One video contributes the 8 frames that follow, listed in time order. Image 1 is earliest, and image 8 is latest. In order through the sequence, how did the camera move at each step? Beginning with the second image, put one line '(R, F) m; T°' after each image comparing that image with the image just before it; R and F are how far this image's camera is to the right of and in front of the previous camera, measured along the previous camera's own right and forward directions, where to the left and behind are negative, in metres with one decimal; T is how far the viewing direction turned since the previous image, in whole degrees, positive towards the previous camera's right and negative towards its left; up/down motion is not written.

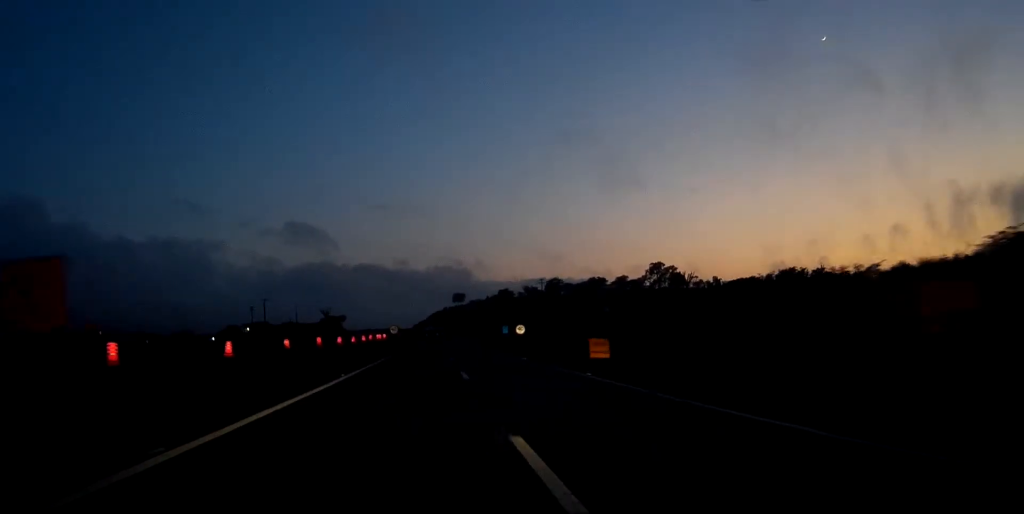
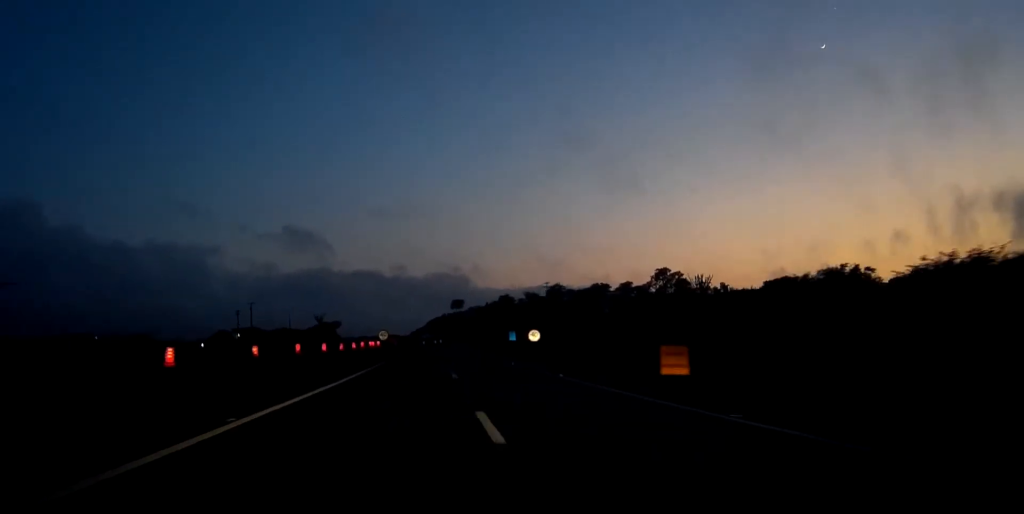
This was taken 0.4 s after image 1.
(0.0, +12.1) m; 0°
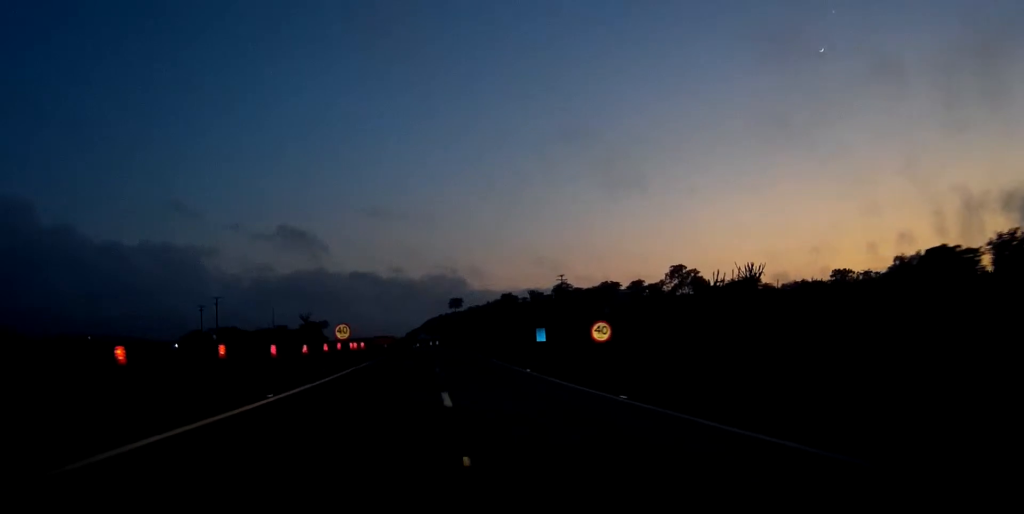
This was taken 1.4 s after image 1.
(+0.1, +26.5) m; 0°
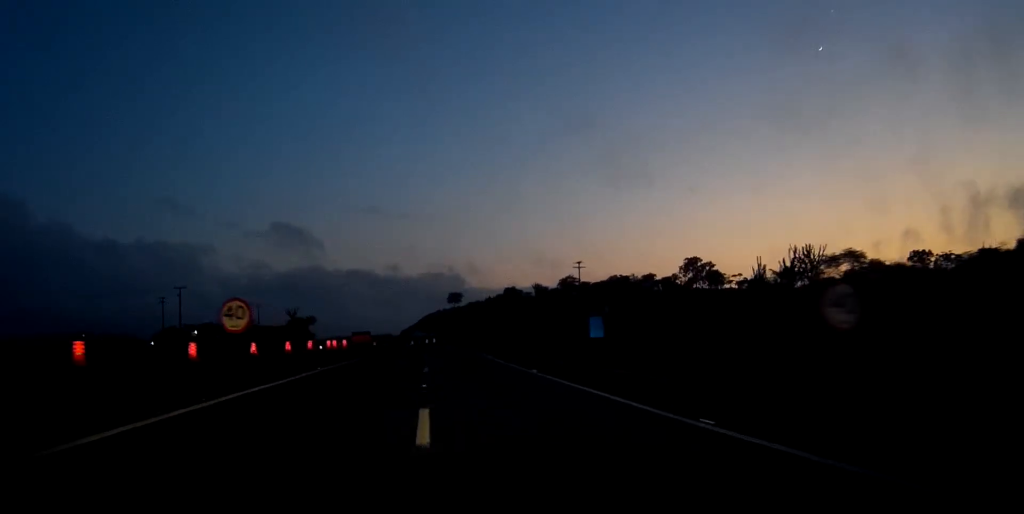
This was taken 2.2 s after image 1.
(0.0, +21.4) m; 0°
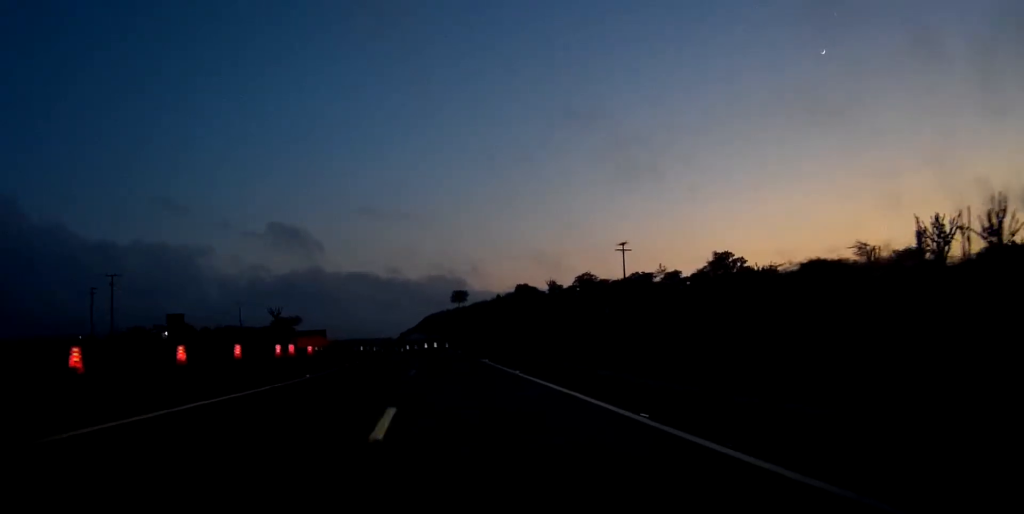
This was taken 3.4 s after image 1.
(-0.1, +30.8) m; 0°
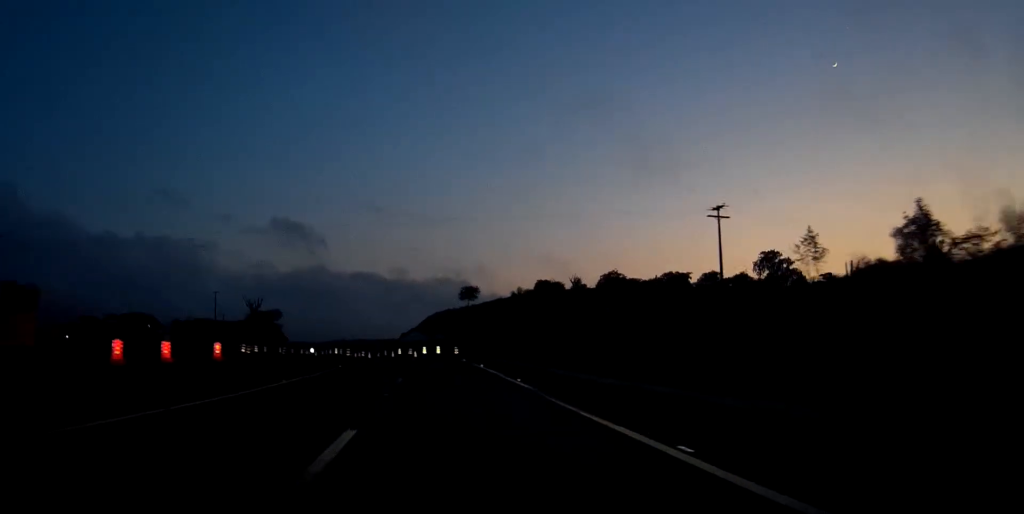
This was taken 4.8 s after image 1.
(-0.3, +34.0) m; -1°
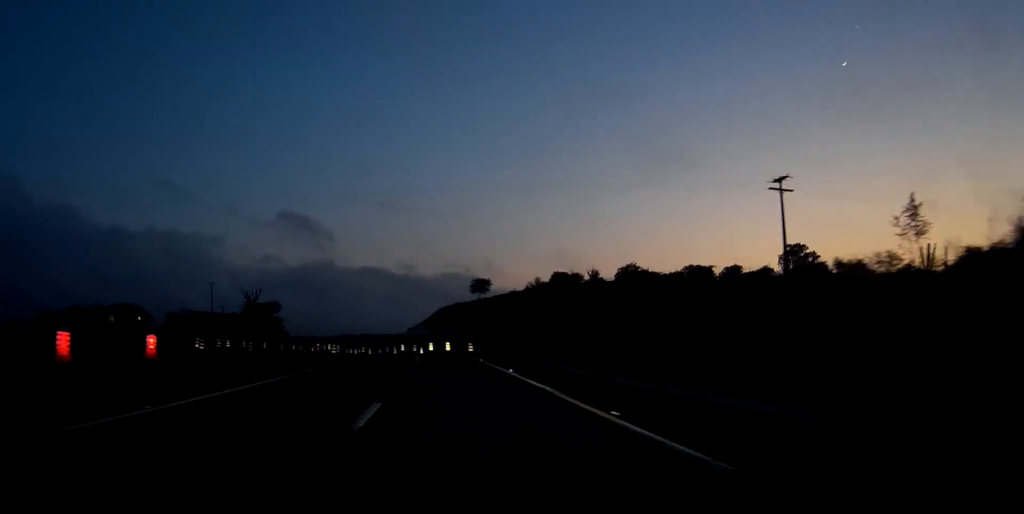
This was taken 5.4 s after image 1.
(0.0, +12.1) m; -1°
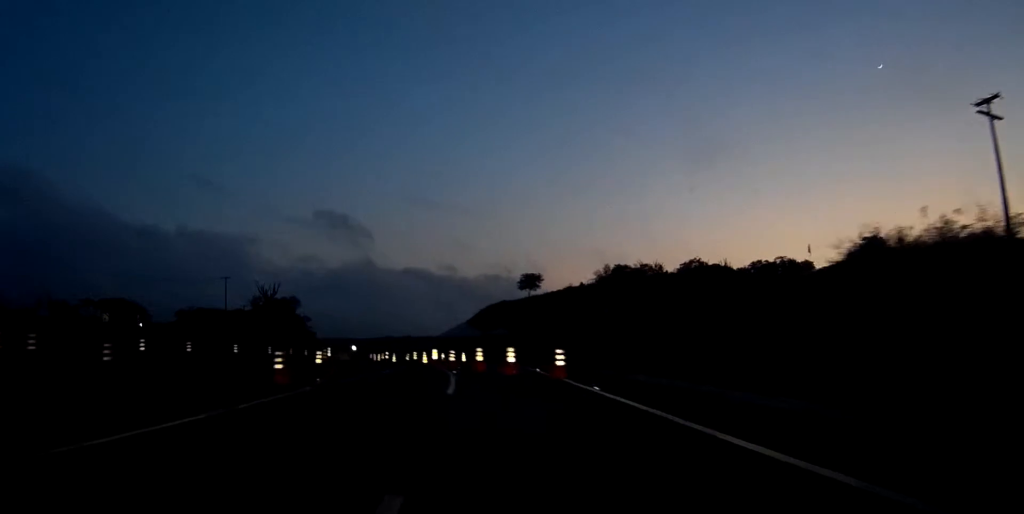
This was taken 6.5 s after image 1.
(-0.5, +23.3) m; -3°
